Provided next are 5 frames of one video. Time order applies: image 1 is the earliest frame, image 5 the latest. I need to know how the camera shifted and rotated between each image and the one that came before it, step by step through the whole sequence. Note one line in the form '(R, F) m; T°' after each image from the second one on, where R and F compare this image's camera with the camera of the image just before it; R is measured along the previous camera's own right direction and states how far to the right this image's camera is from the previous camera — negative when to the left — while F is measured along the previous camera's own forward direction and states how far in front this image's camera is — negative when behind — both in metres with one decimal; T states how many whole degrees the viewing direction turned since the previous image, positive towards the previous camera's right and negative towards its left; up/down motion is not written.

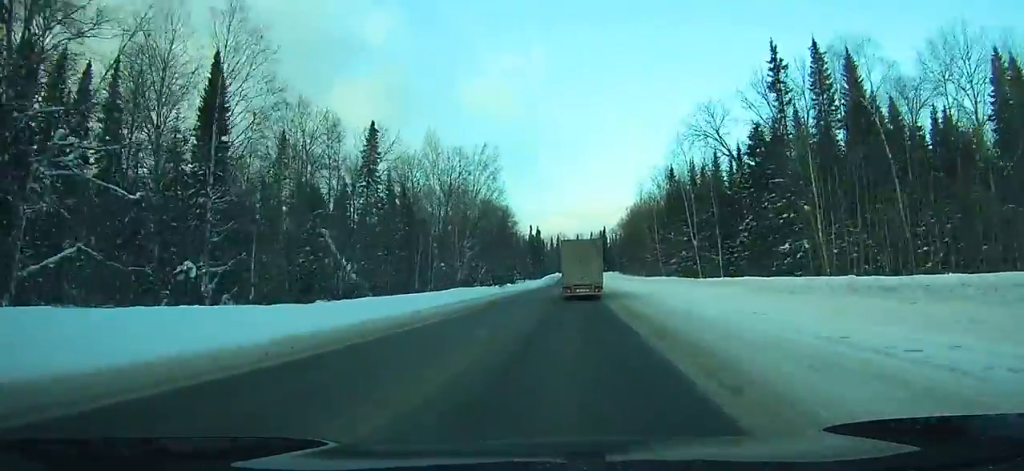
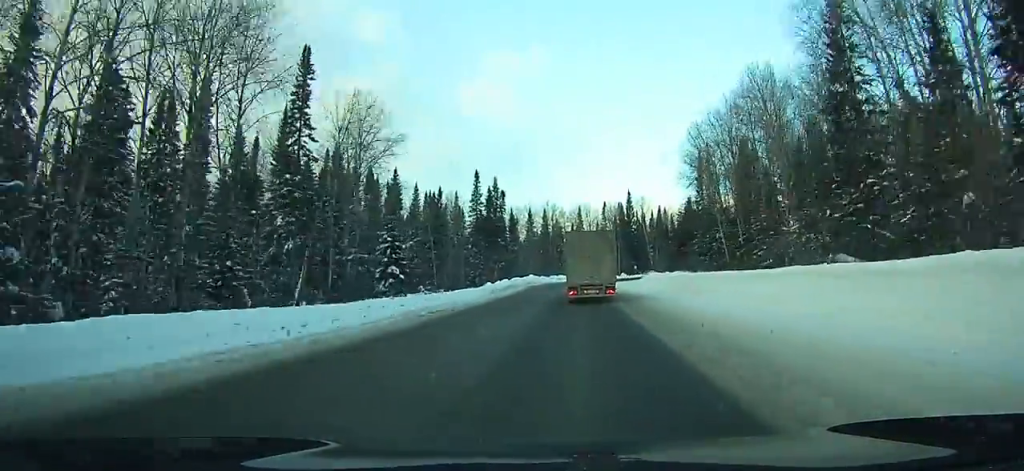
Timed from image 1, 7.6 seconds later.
(+1.5, +143.9) m; +1°
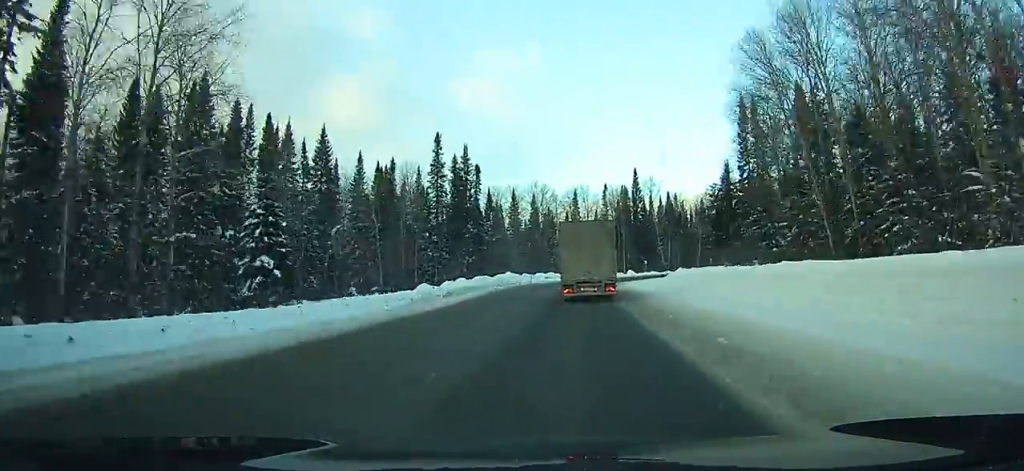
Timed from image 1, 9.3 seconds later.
(-0.1, +29.8) m; +1°
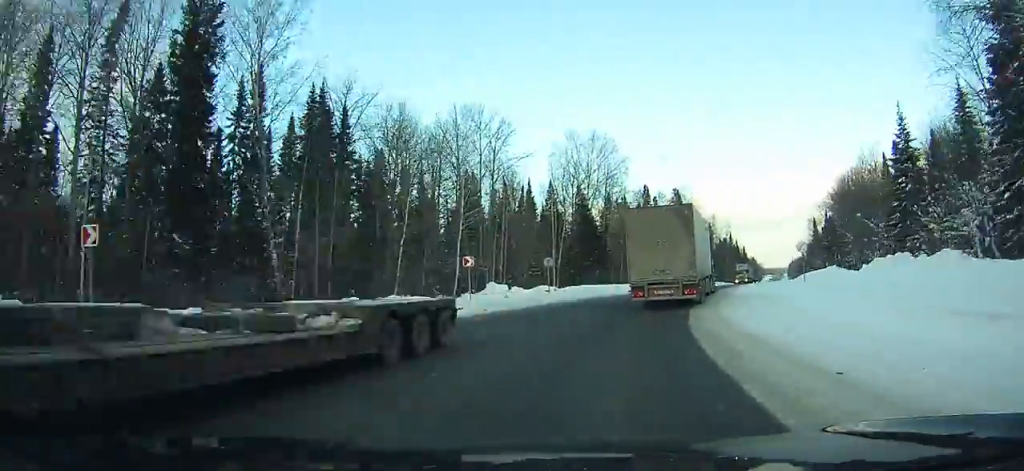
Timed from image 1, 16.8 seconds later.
(+19.2, +106.6) m; +33°
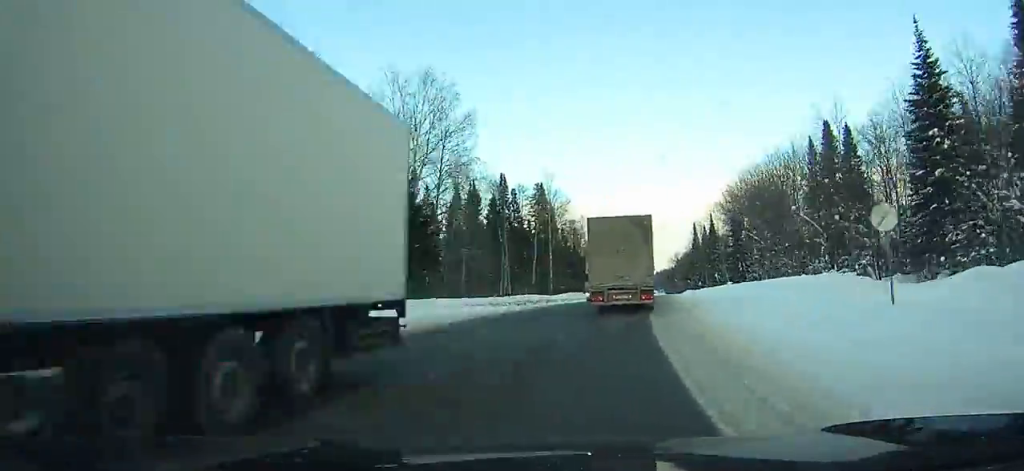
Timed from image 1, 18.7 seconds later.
(+2.7, +25.1) m; +12°
